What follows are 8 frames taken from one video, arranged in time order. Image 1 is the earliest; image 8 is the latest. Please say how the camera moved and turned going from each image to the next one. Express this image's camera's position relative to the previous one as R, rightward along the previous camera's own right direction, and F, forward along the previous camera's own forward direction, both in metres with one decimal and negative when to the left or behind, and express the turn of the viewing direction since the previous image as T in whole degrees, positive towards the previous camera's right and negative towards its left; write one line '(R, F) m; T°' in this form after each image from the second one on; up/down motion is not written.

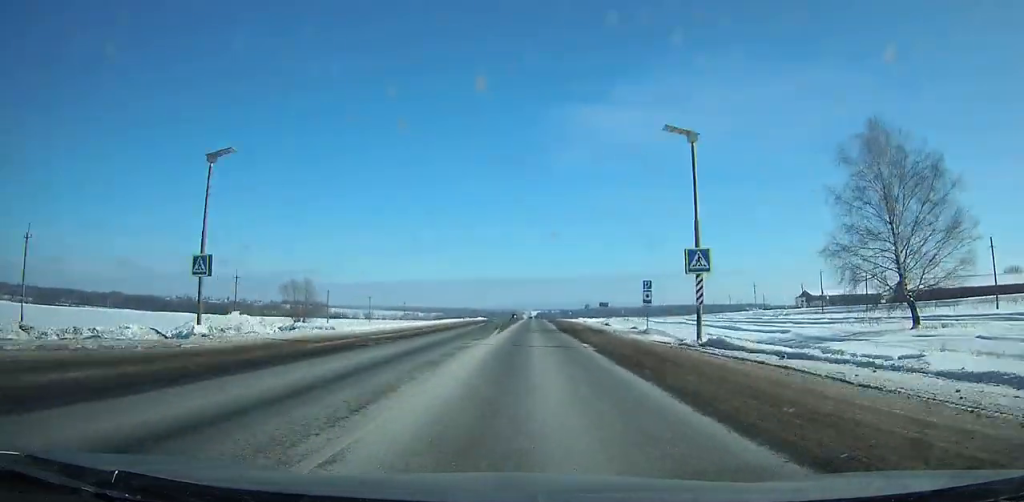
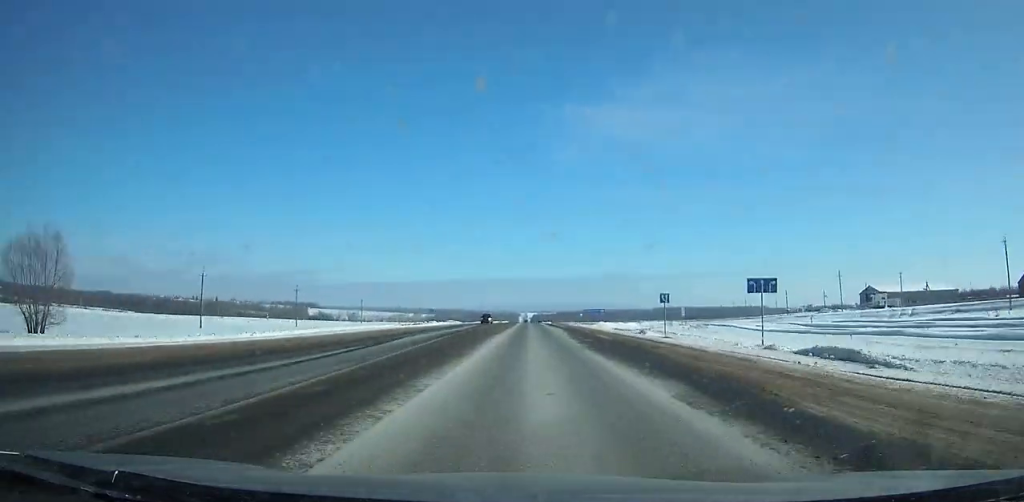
(0.0, +59.9) m; 0°
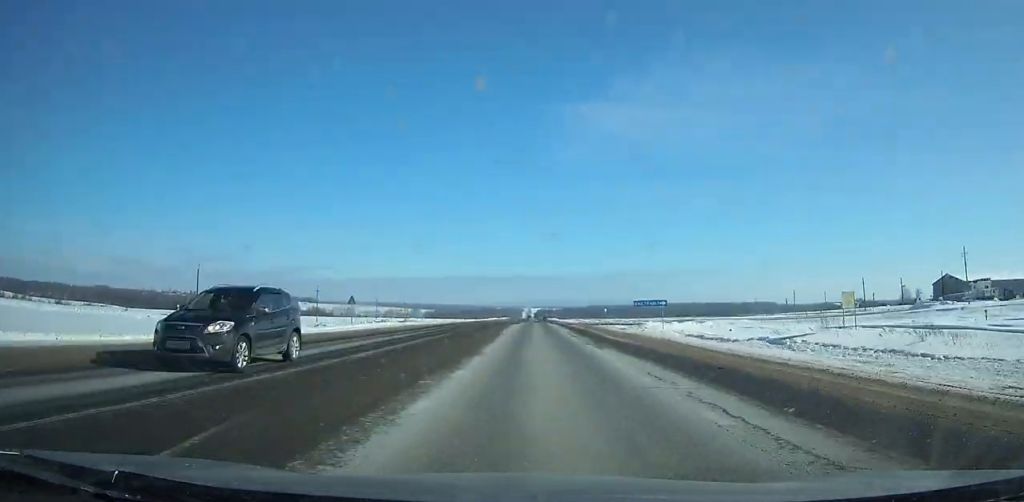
(0.0, +45.2) m; 0°
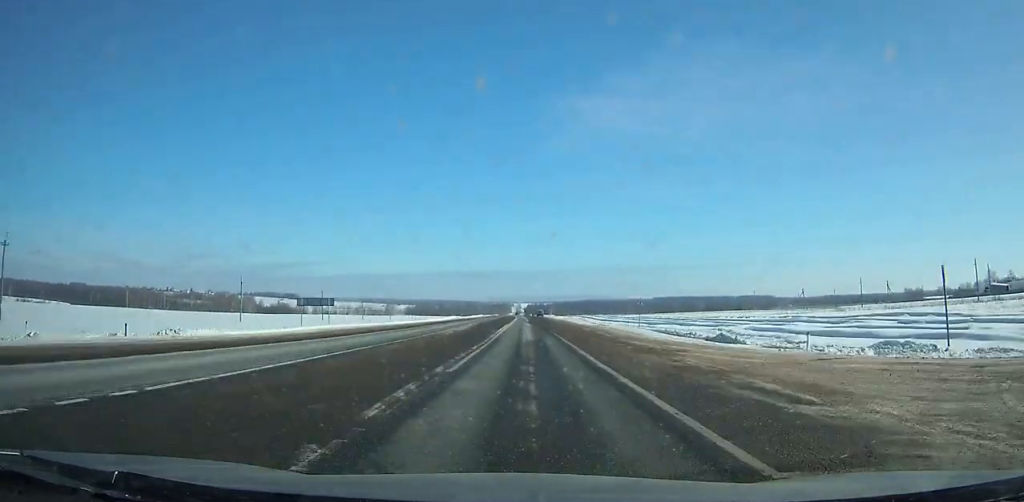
(+0.4, +100.3) m; 0°
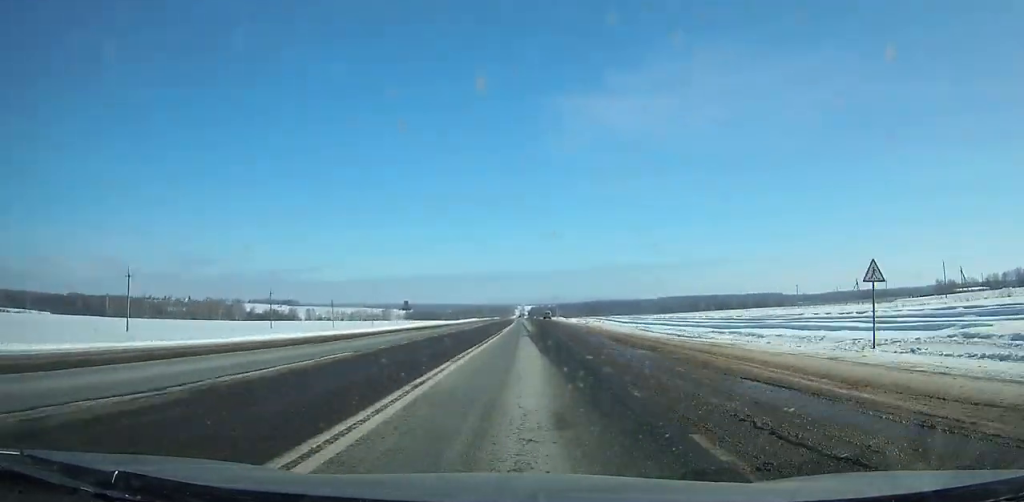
(+0.1, +39.7) m; 0°
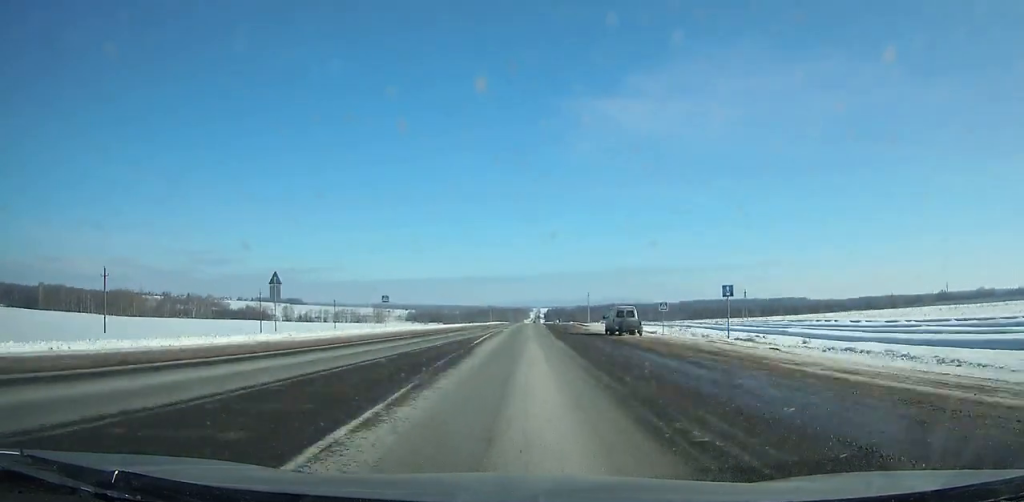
(-1.3, +116.2) m; -1°
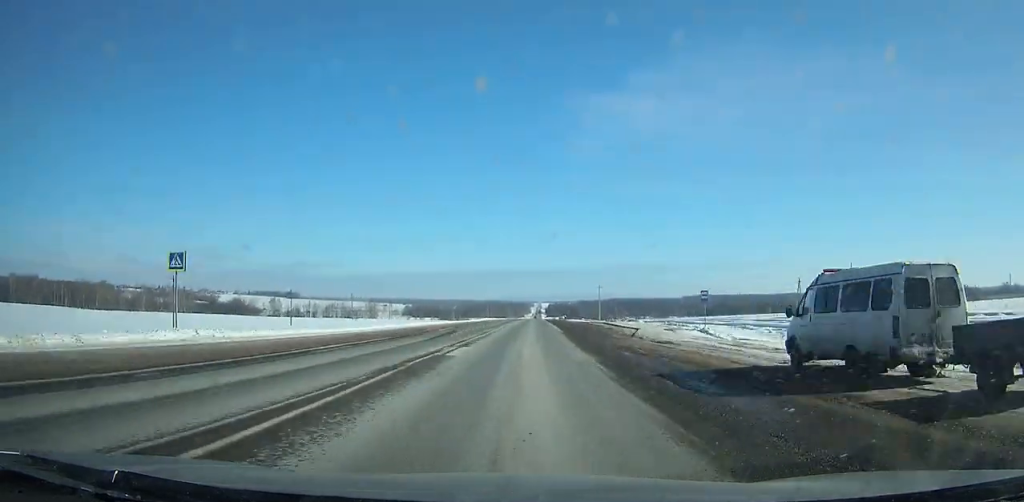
(-0.2, +36.2) m; 0°
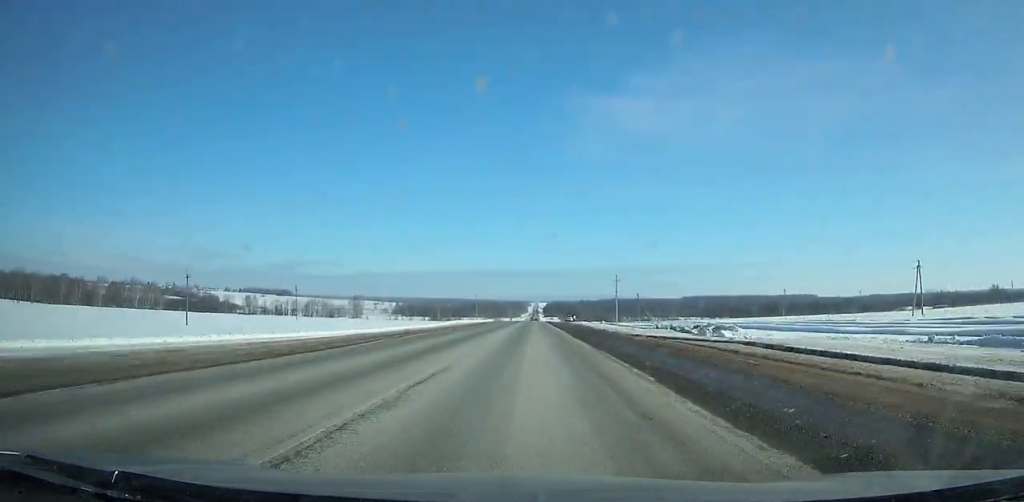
(-0.3, +48.3) m; 0°
